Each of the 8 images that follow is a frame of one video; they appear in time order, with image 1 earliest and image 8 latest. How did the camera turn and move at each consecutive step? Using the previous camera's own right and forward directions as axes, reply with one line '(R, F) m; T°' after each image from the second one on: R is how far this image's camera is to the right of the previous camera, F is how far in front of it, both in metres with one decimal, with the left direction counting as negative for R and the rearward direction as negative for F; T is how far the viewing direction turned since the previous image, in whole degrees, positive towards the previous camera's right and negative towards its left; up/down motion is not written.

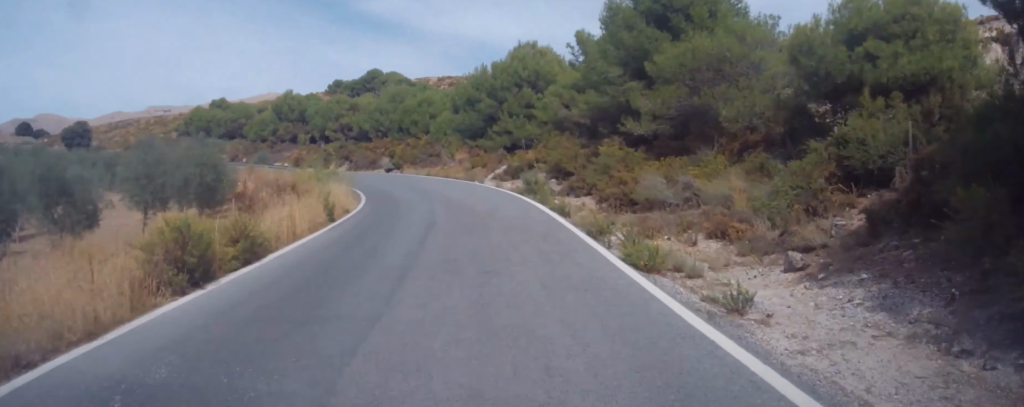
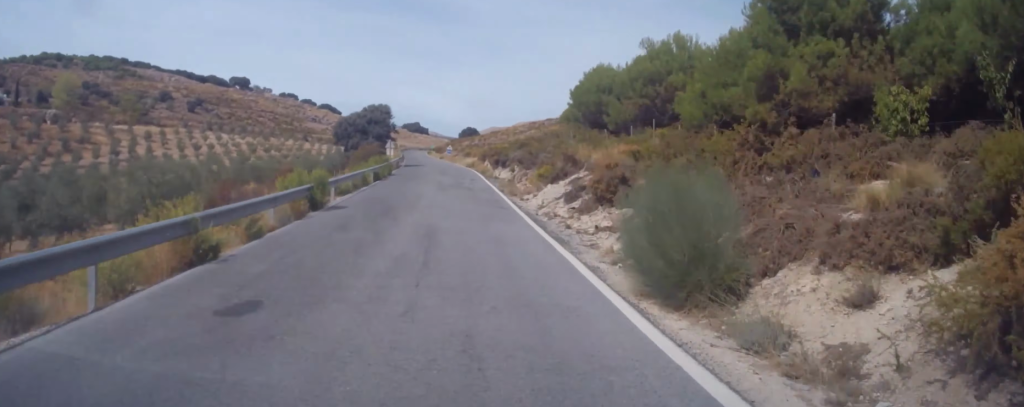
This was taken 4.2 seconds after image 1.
(-20.4, +64.4) m; -12°
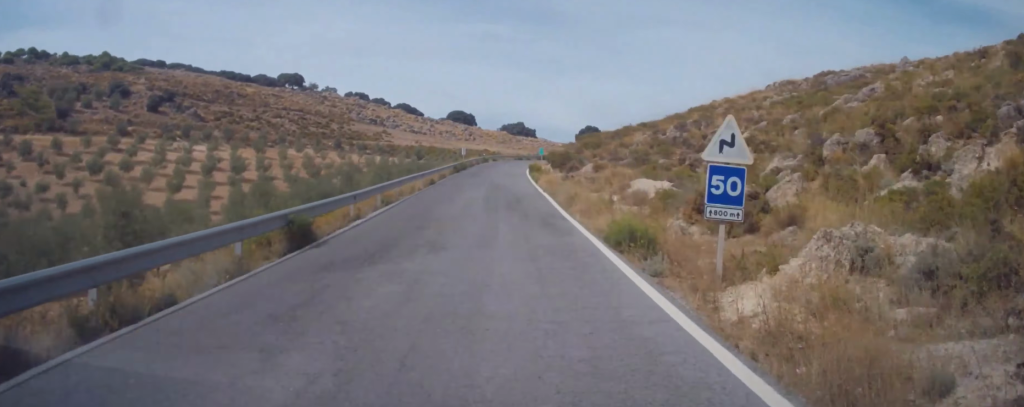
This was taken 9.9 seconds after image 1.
(-9.6, +90.2) m; -2°
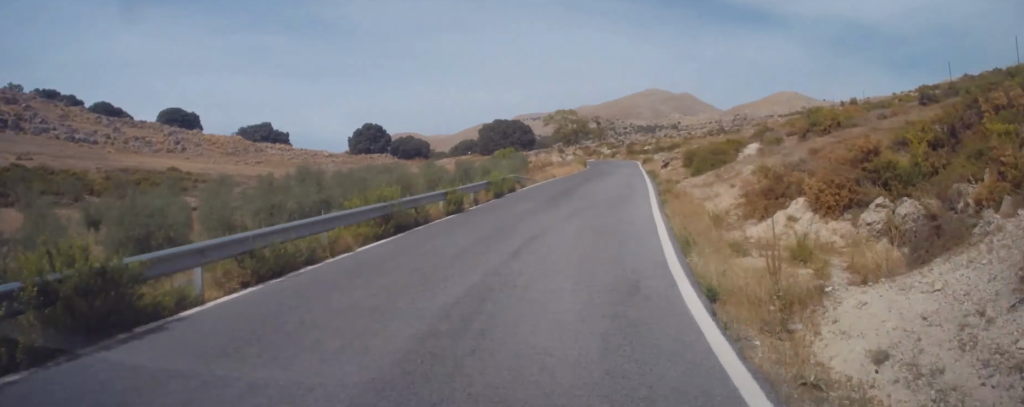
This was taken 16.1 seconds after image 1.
(+5.1, +94.3) m; +3°
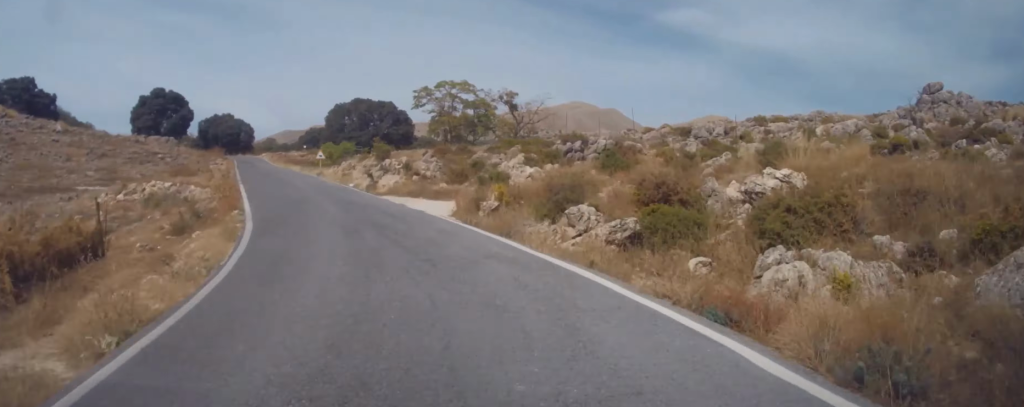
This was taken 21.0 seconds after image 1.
(+7.7, +72.2) m; -4°
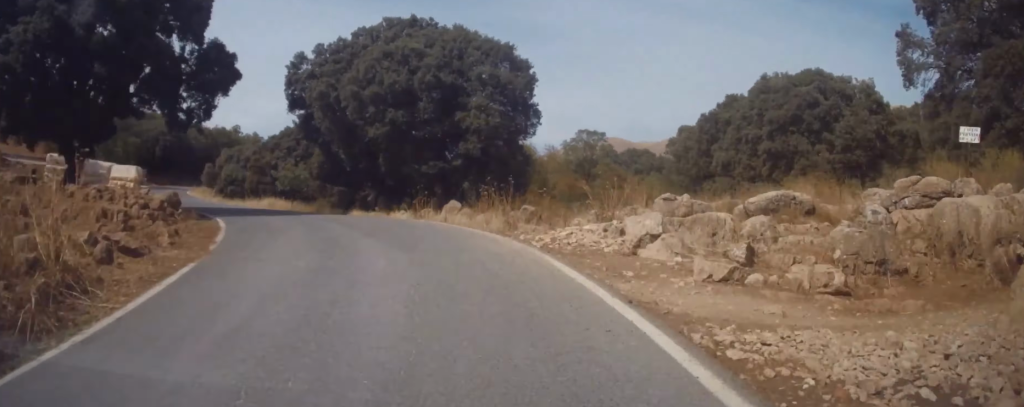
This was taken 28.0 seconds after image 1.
(-19.5, +96.1) m; -21°
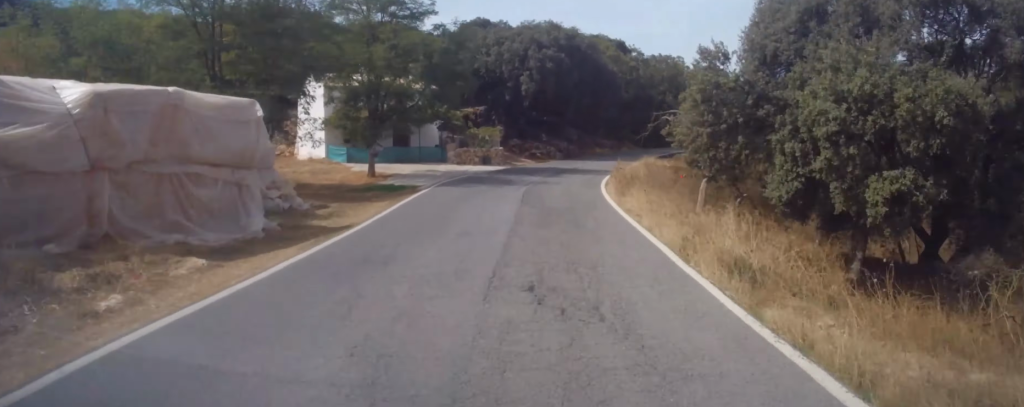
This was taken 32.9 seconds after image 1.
(-14.1, +64.7) m; -1°
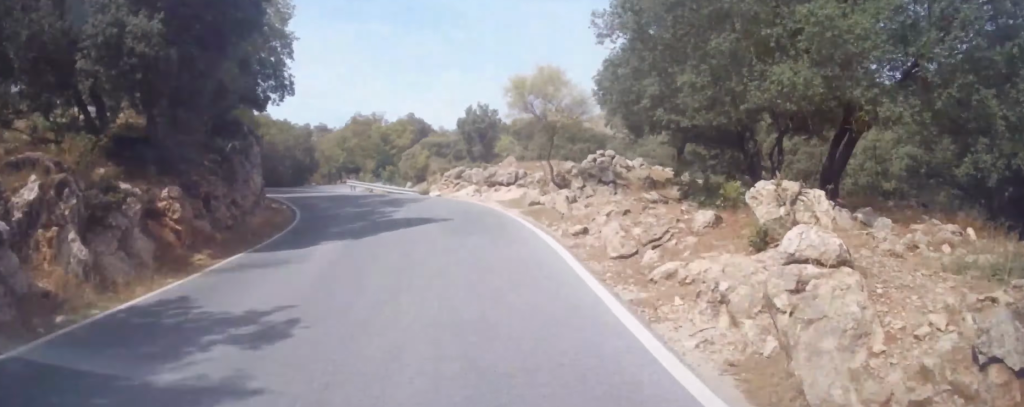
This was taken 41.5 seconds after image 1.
(+16.6, +110.7) m; +18°
